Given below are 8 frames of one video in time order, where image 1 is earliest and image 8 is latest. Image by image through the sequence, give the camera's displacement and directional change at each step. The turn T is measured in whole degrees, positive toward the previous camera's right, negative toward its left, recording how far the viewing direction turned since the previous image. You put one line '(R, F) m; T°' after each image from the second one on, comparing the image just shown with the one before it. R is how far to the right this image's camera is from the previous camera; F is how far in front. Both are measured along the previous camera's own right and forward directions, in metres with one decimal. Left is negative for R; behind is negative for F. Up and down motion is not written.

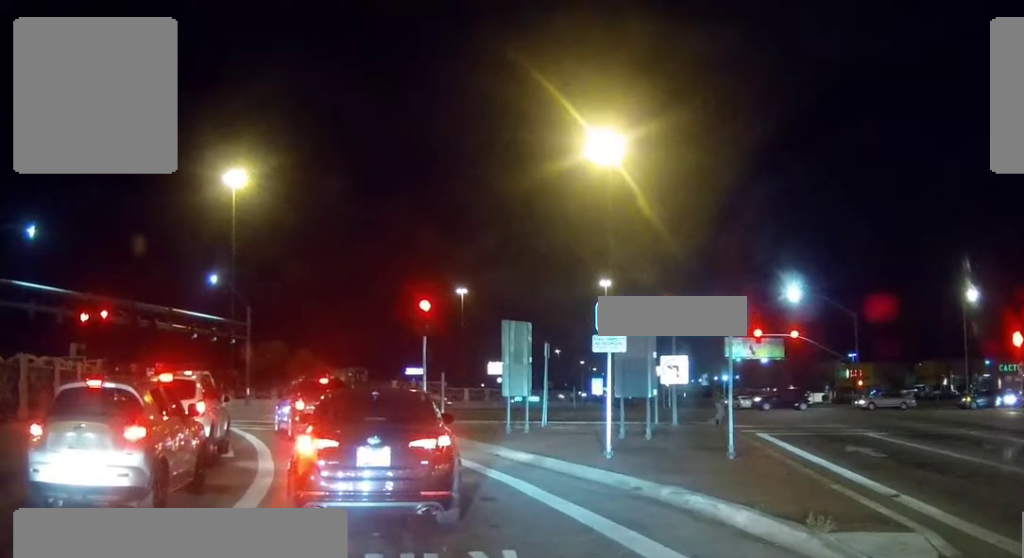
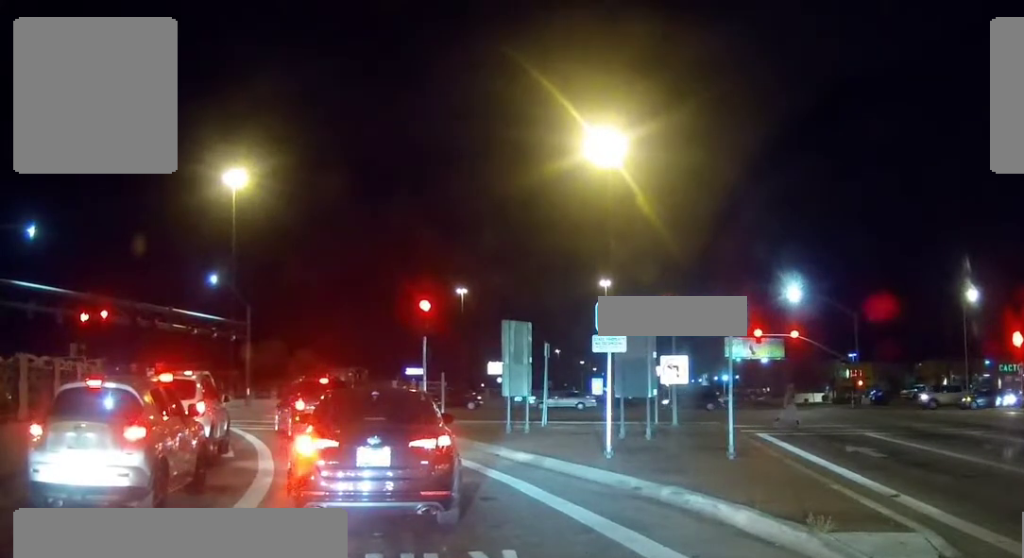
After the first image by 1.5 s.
(0.0, 0.0) m; 0°
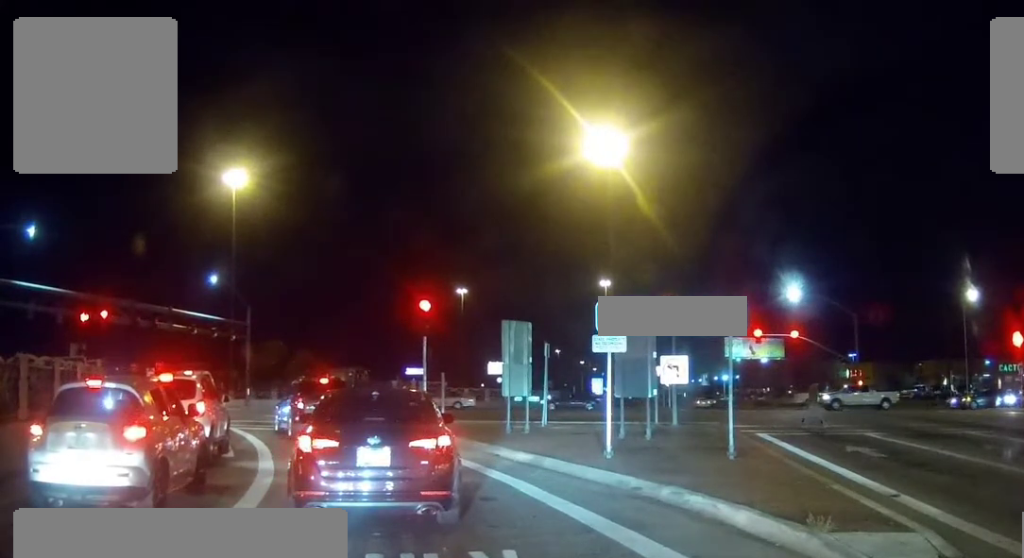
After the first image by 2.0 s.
(0.0, 0.0) m; 0°
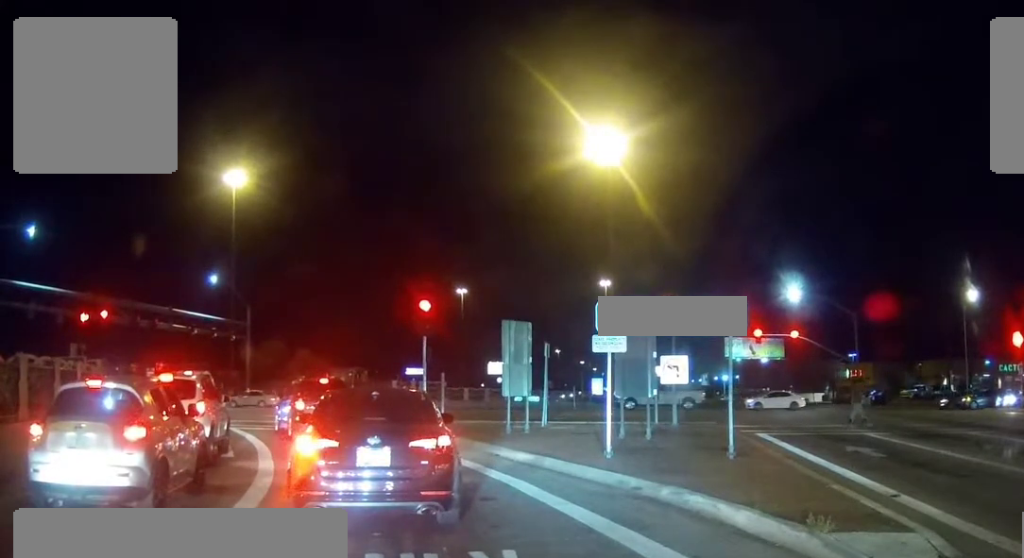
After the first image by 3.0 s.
(0.0, 0.0) m; 0°
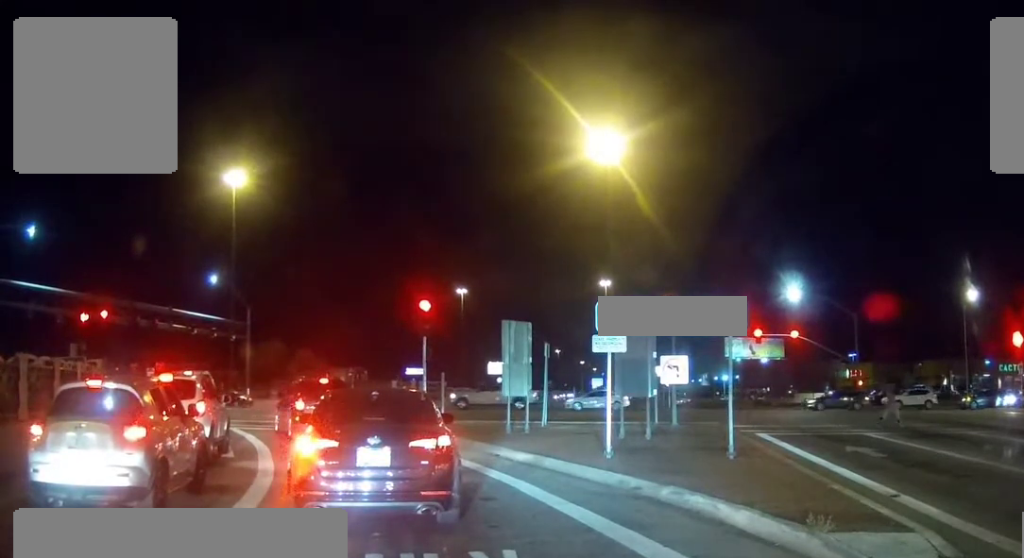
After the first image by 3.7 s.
(0.0, 0.0) m; 0°
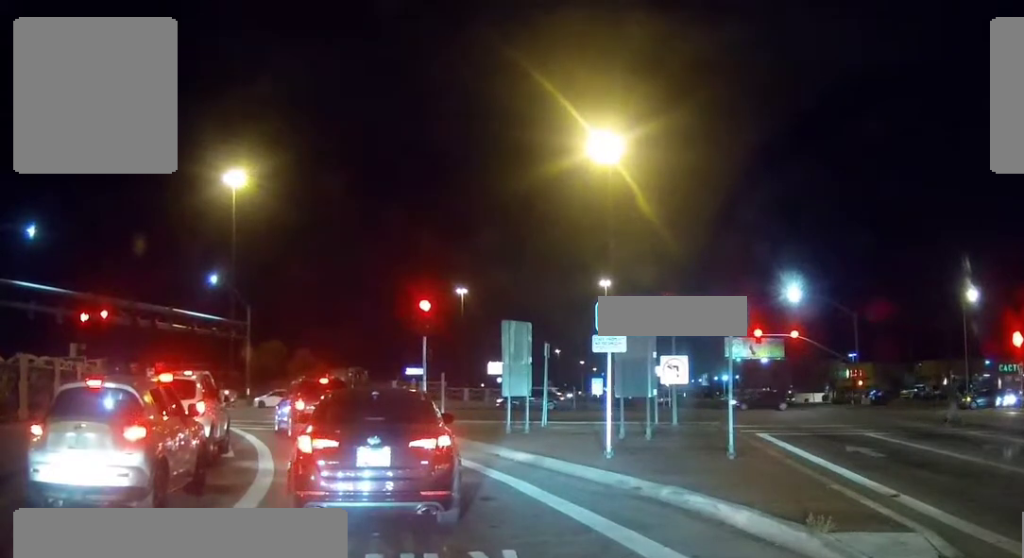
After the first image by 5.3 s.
(0.0, 0.0) m; 0°
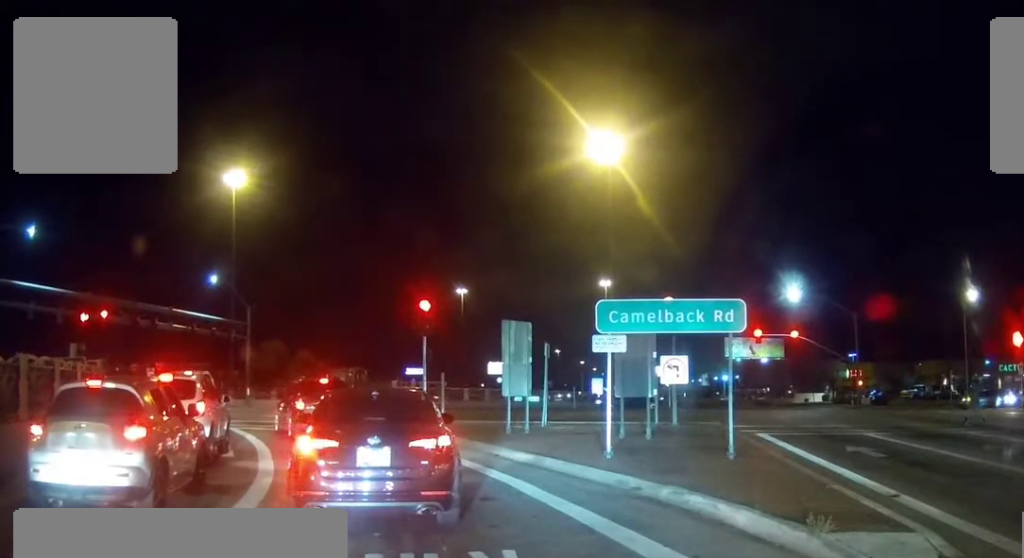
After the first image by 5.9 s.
(0.0, 0.0) m; 0°
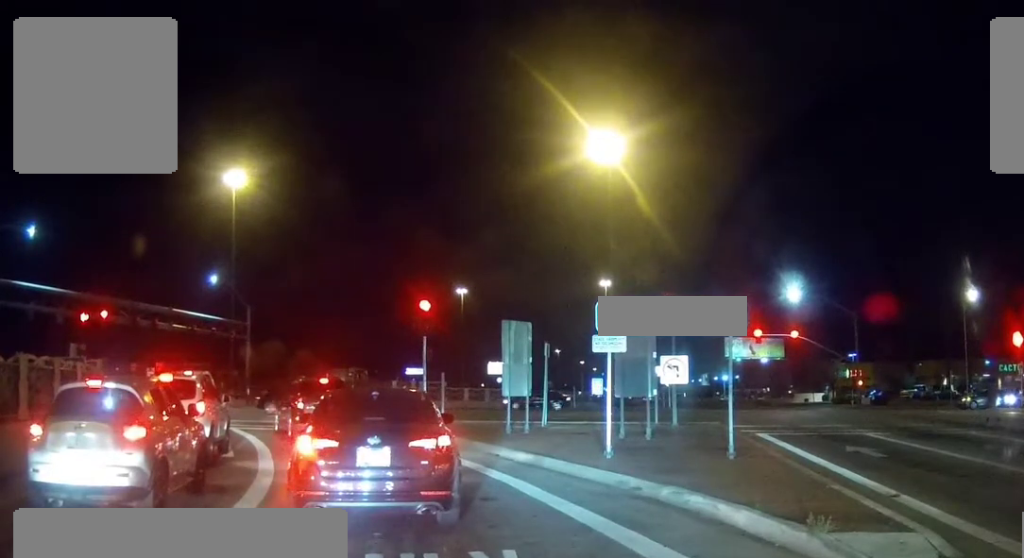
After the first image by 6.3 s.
(0.0, 0.0) m; 0°
